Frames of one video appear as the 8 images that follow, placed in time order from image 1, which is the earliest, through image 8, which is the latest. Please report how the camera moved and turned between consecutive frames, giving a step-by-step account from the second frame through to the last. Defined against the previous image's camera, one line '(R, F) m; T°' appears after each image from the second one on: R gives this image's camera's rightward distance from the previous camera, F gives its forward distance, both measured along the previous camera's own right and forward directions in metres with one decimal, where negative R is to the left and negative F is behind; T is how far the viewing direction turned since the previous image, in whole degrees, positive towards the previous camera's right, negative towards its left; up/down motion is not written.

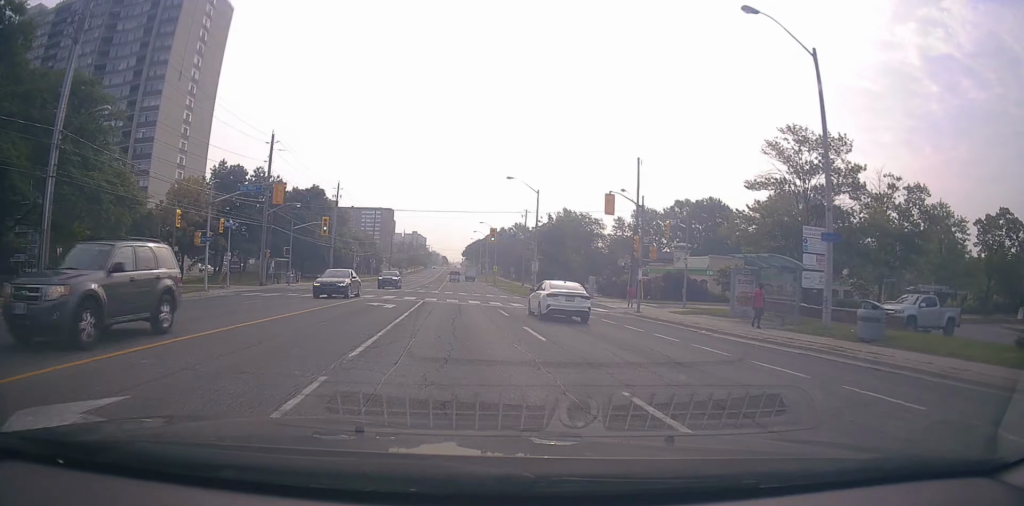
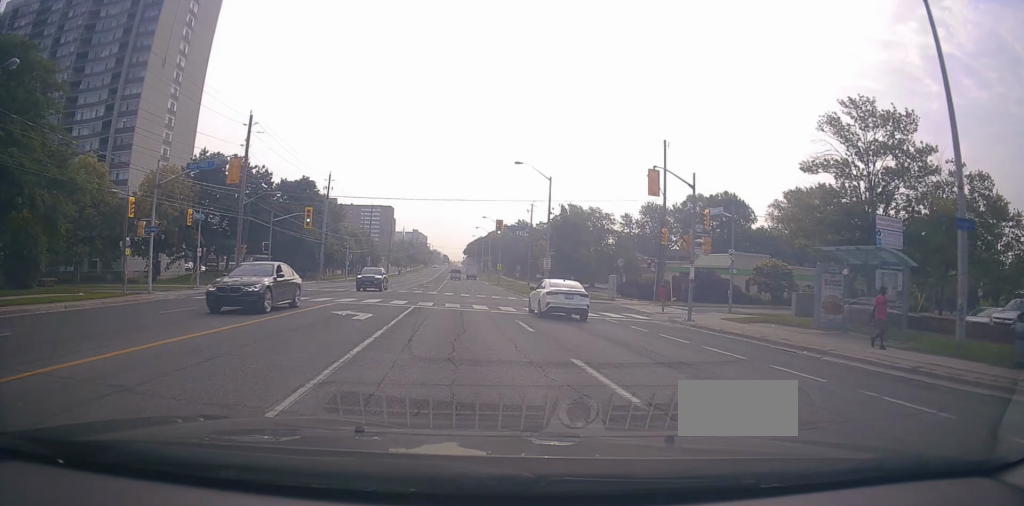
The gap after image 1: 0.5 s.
(-0.1, +6.6) m; 0°
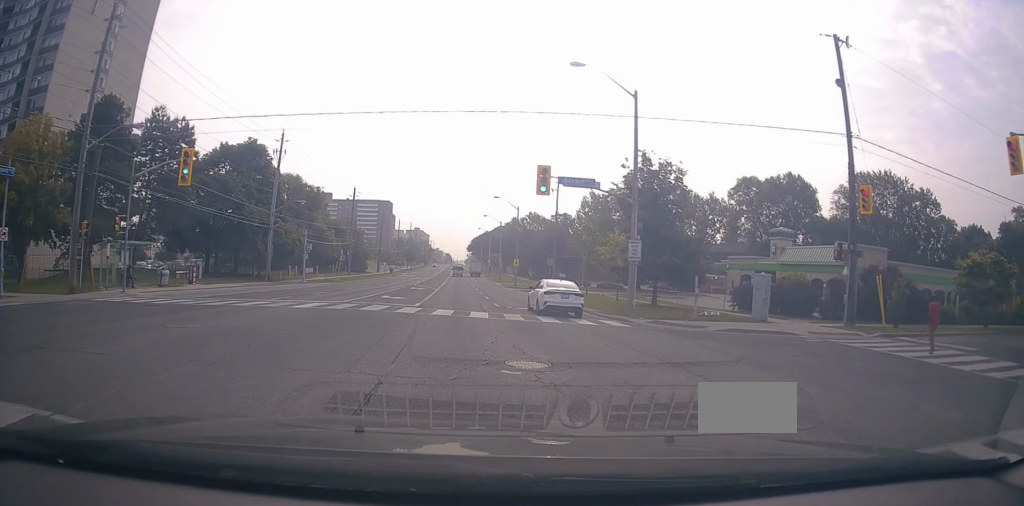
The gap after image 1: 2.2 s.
(+0.1, +23.2) m; -1°
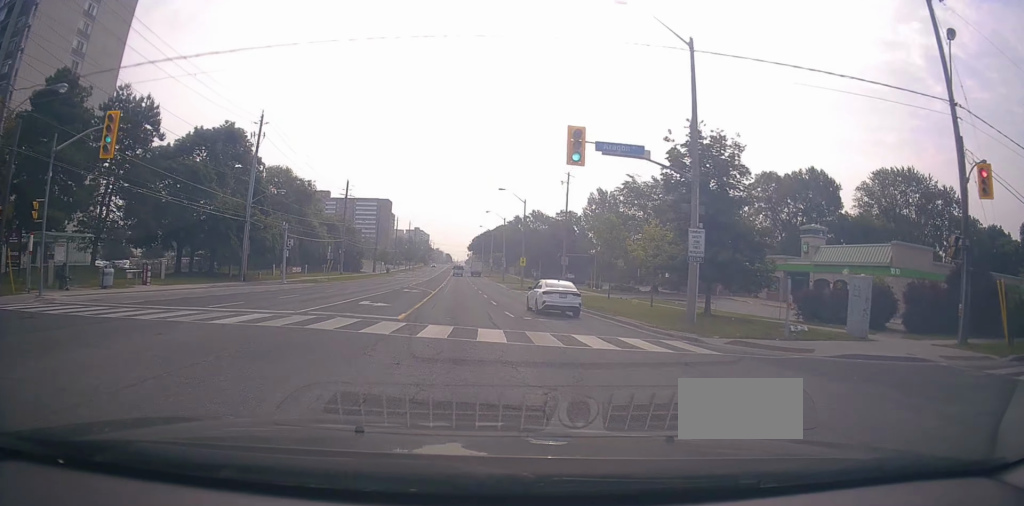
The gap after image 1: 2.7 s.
(-0.2, +6.7) m; -1°
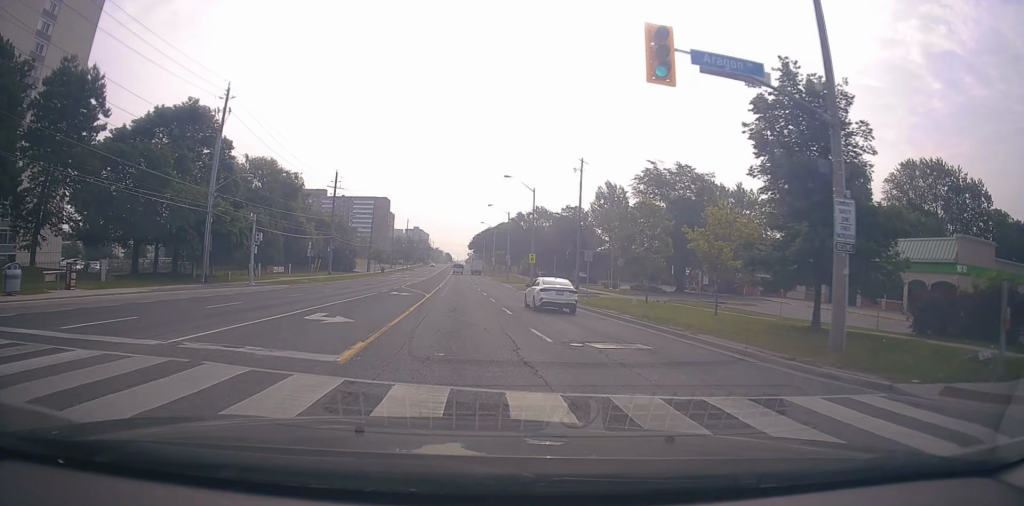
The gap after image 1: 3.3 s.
(-0.1, +8.1) m; -1°
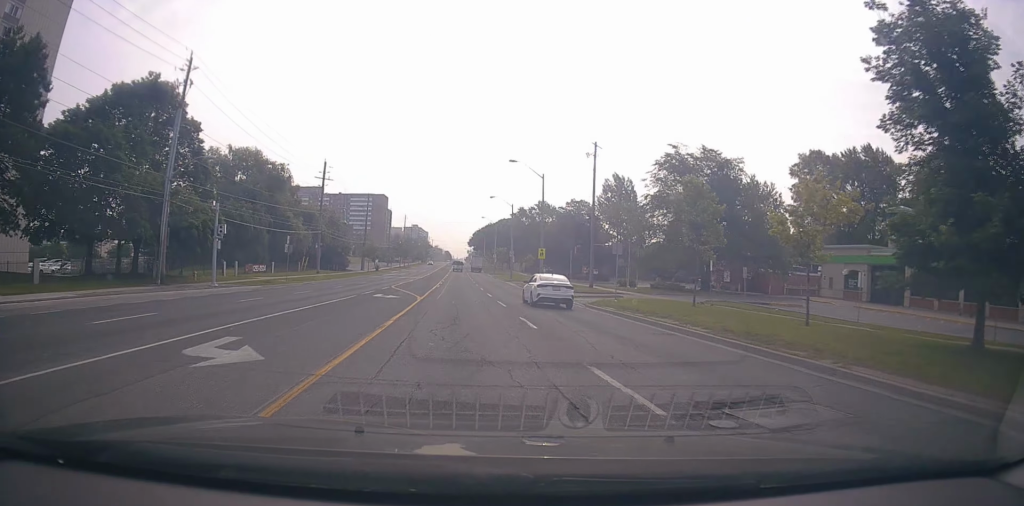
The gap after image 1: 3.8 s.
(+0.1, +6.8) m; 0°
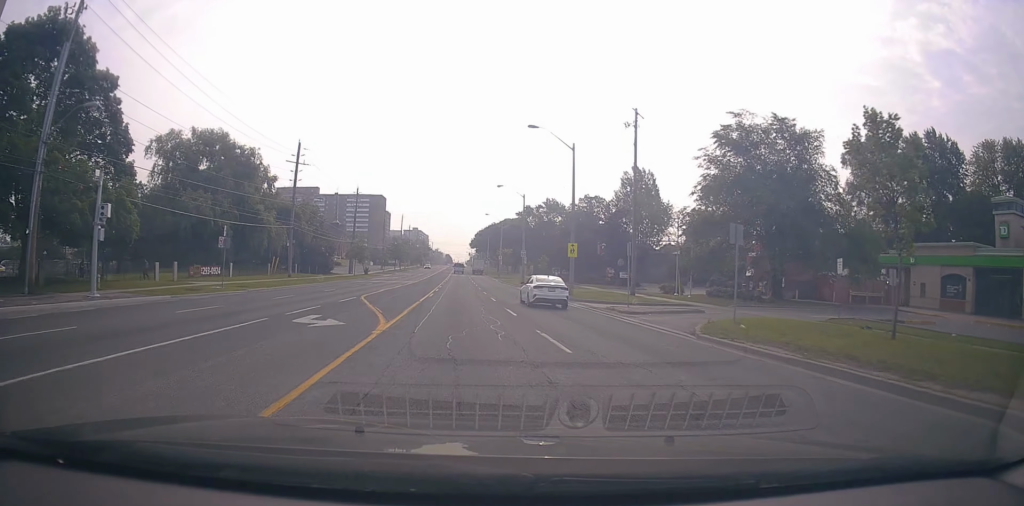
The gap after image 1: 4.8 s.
(-0.1, +13.0) m; 0°
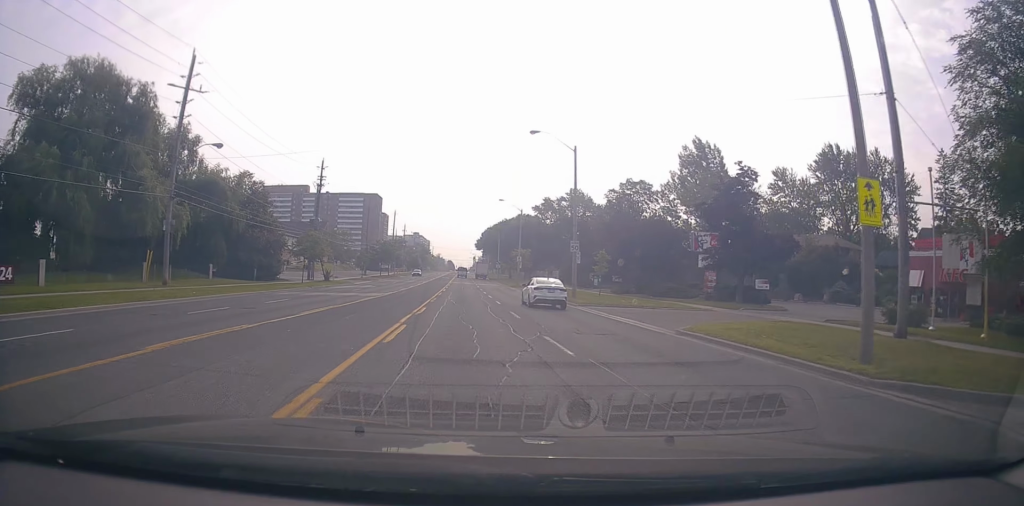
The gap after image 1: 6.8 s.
(+0.2, +27.4) m; +1°
